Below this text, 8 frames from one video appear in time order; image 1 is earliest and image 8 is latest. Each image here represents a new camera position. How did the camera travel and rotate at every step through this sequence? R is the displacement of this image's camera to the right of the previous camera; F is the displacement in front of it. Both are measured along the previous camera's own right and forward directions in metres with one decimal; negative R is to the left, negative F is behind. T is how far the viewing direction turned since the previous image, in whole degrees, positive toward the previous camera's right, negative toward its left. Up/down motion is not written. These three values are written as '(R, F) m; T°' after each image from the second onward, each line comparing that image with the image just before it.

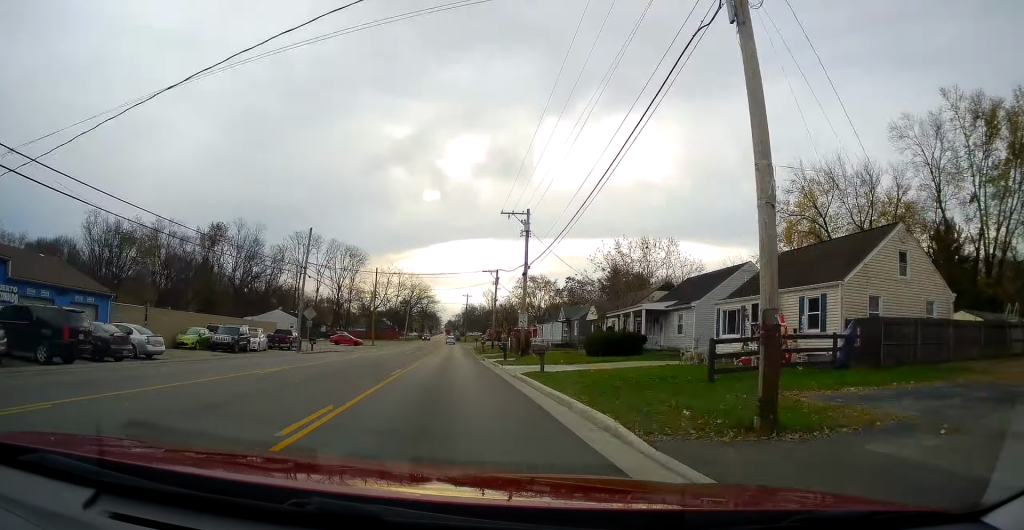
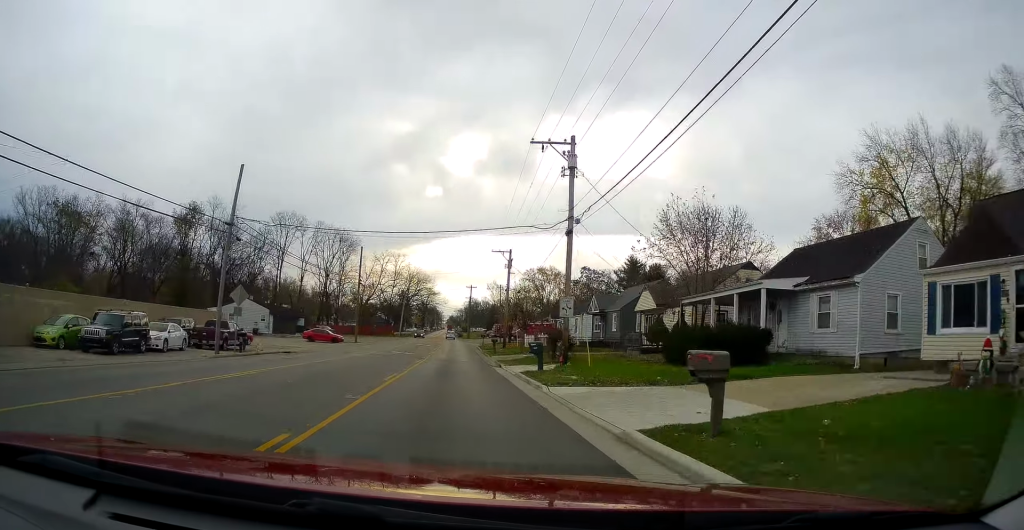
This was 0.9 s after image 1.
(+0.1, +14.2) m; 0°
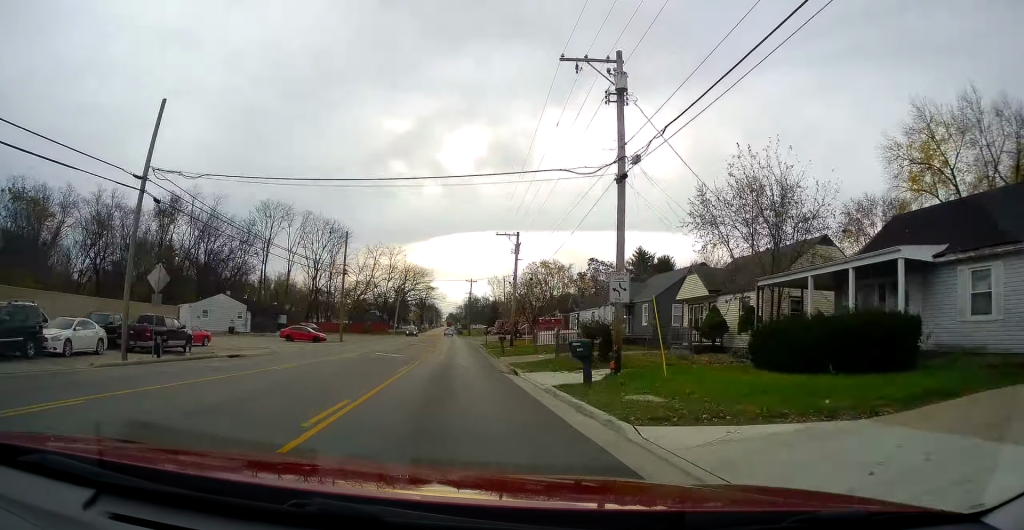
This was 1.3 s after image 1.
(-0.1, +7.9) m; 0°
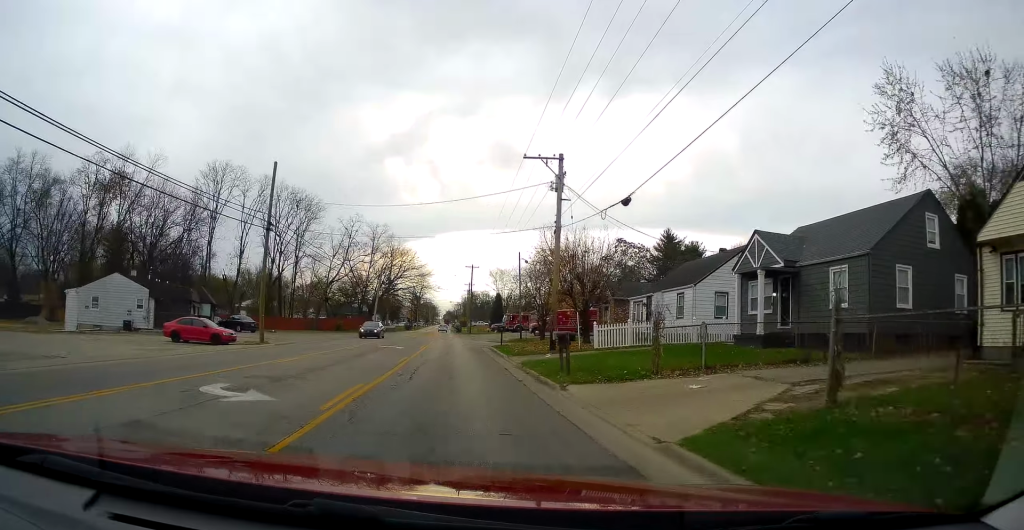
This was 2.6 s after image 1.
(+0.3, +22.5) m; +3°
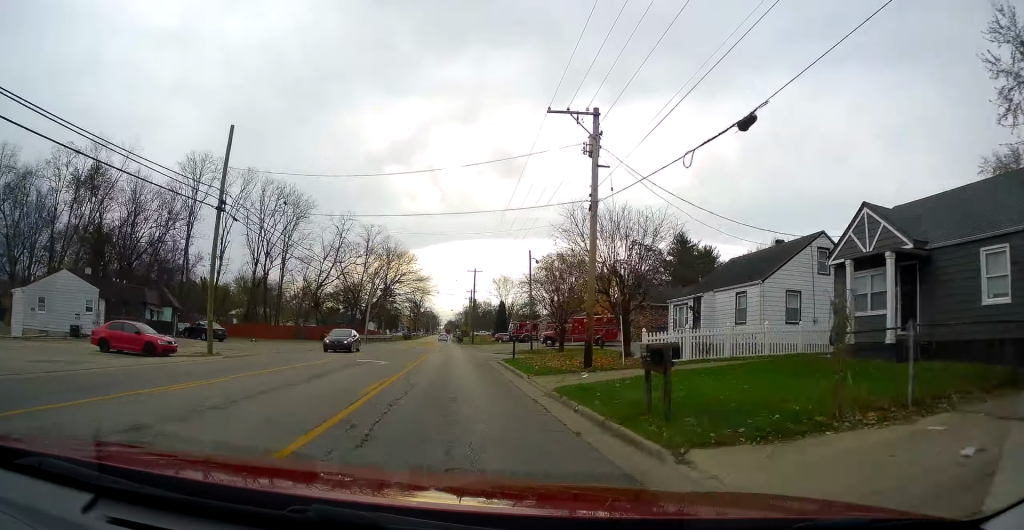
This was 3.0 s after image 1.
(+0.4, +7.7) m; 0°
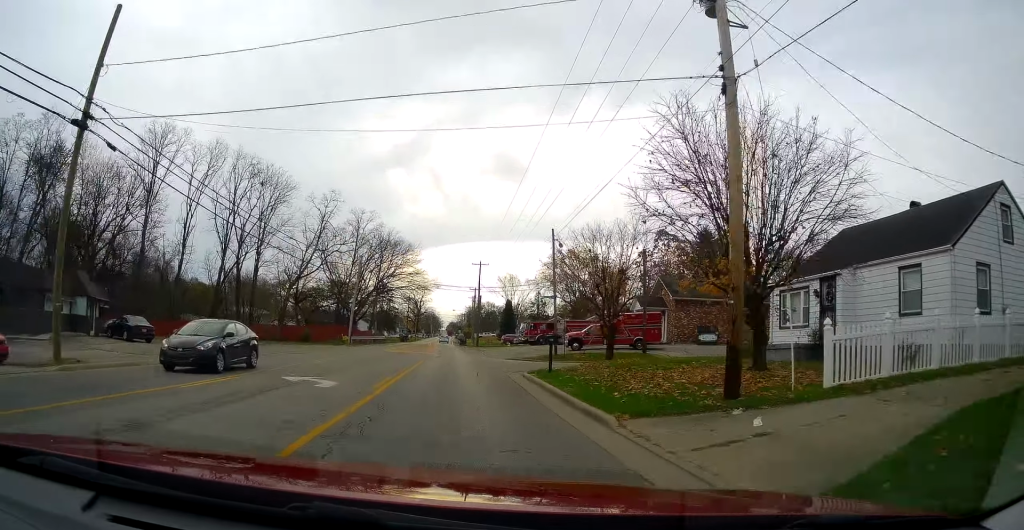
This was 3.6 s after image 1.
(+0.3, +11.6) m; 0°
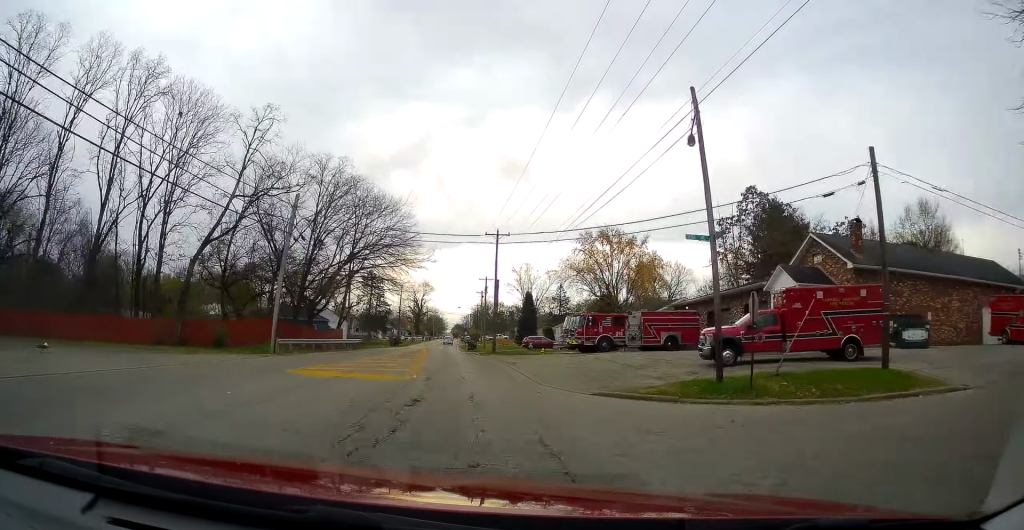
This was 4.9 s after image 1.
(-1.4, +26.2) m; -4°
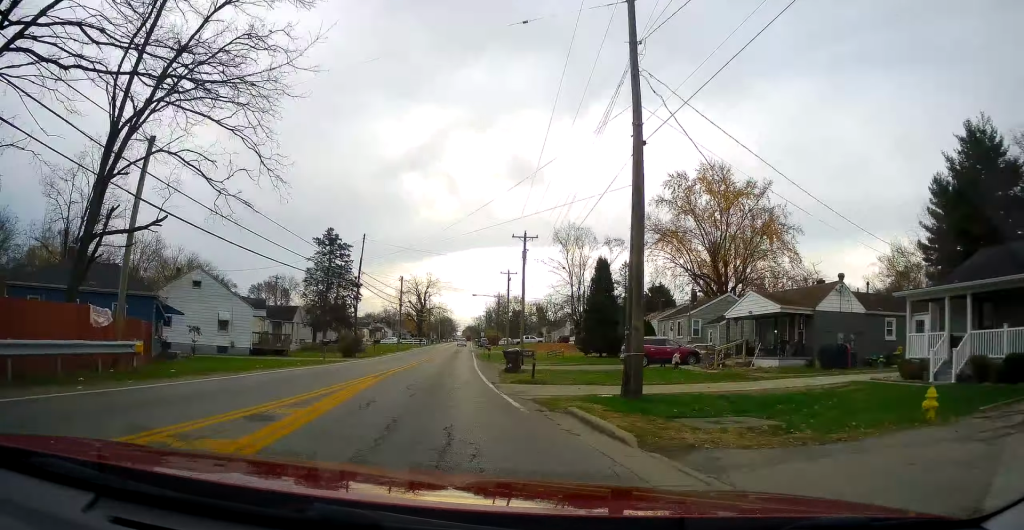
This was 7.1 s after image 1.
(+0.3, +44.8) m; 0°
